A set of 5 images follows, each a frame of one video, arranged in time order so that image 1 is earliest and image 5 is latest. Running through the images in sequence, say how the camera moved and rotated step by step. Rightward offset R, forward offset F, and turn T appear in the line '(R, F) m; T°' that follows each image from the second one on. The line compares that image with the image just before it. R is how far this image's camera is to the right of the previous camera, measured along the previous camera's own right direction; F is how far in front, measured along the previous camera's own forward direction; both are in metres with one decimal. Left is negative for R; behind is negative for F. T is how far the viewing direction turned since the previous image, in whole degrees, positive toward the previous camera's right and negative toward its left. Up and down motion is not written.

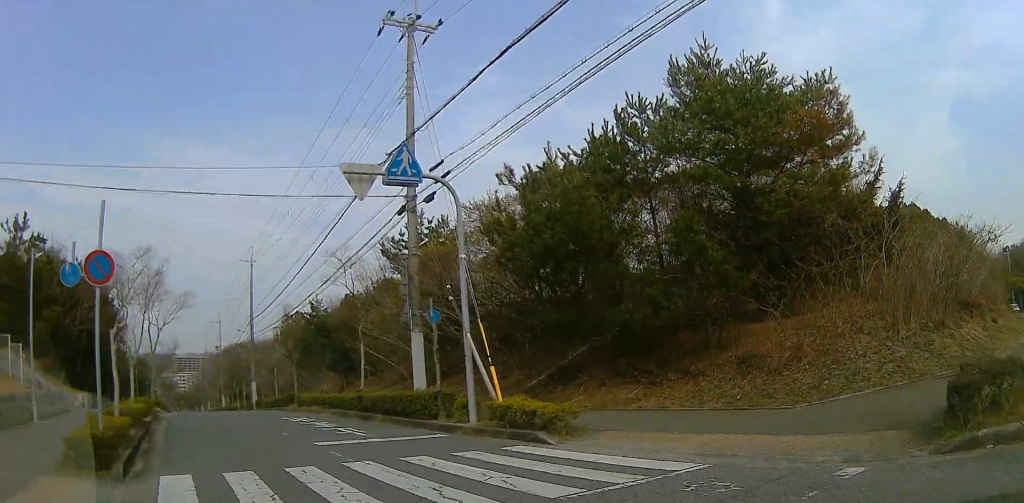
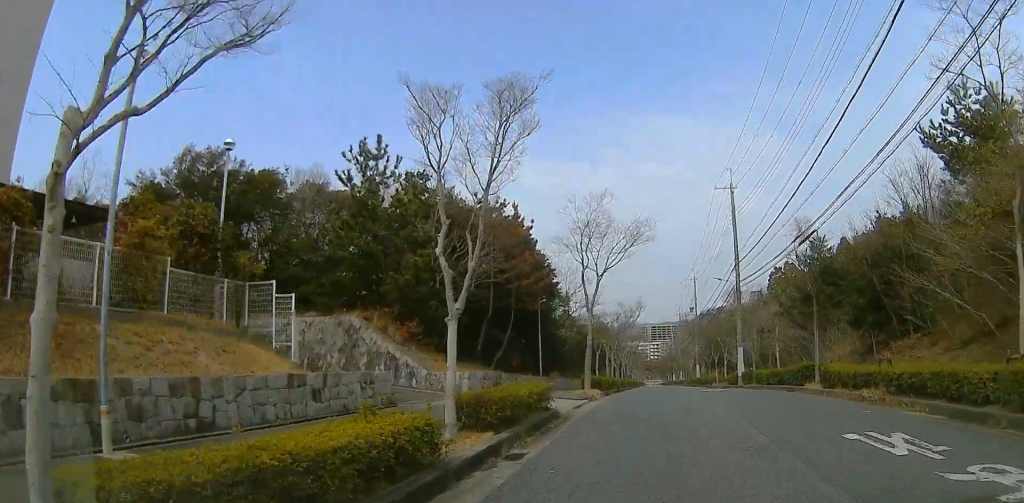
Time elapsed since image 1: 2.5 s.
(-6.2, +8.3) m; -67°
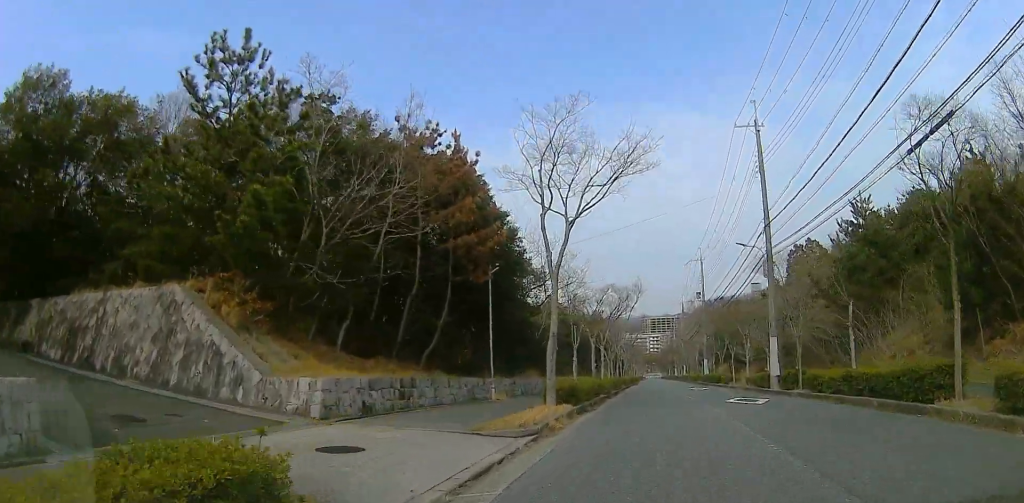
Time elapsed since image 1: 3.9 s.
(-1.4, +7.9) m; -2°
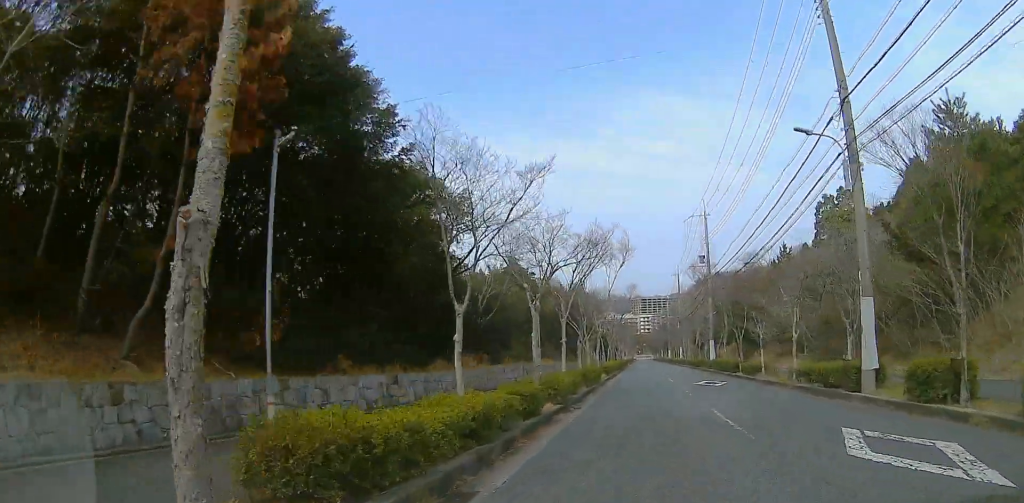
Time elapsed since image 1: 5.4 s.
(+1.5, +12.0) m; +2°
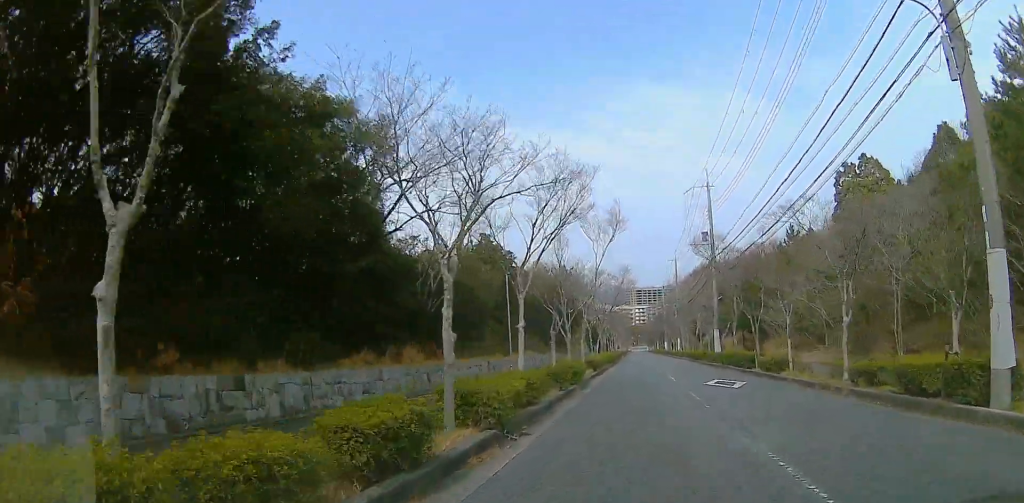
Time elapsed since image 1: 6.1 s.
(-0.2, +5.8) m; 0°
